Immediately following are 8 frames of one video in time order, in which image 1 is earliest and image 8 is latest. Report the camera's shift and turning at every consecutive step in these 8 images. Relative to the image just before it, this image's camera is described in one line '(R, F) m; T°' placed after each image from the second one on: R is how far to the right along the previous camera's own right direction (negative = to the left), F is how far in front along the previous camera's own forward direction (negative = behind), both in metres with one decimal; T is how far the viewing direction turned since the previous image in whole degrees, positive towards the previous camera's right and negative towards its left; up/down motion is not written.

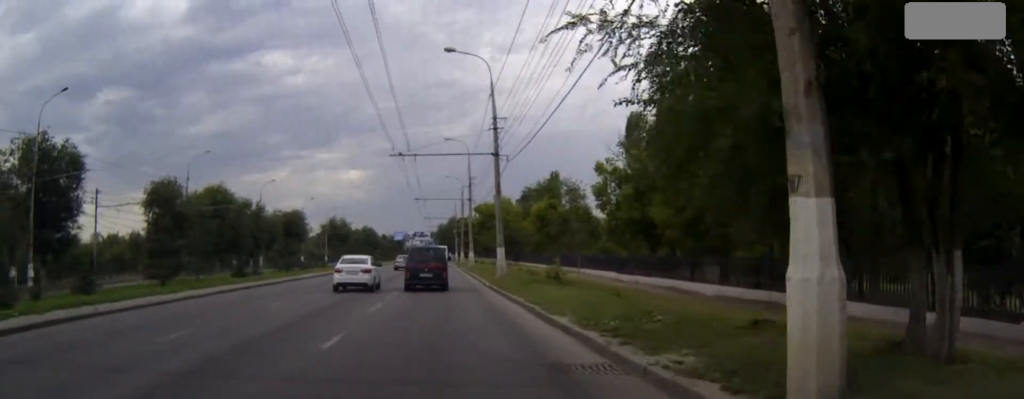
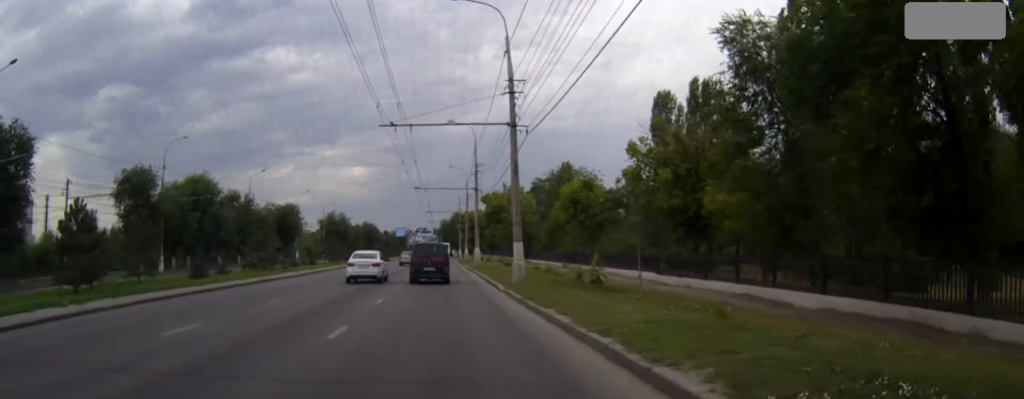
(+0.1, +7.6) m; 0°
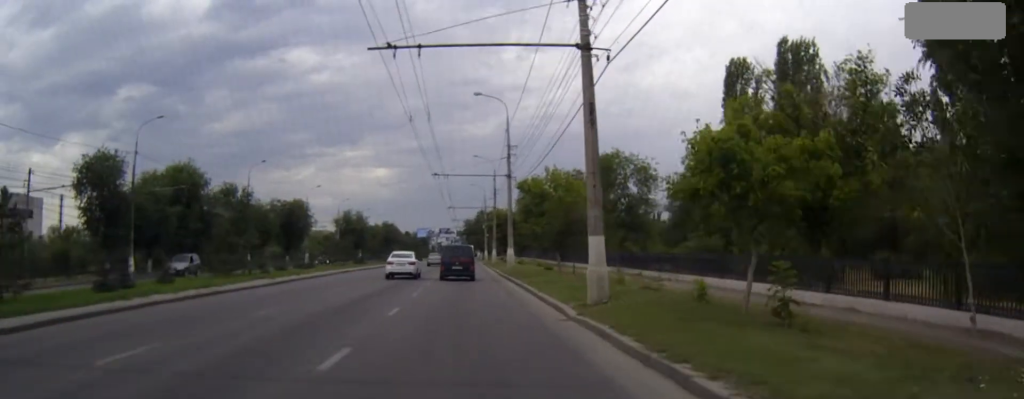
(-0.1, +11.6) m; -1°
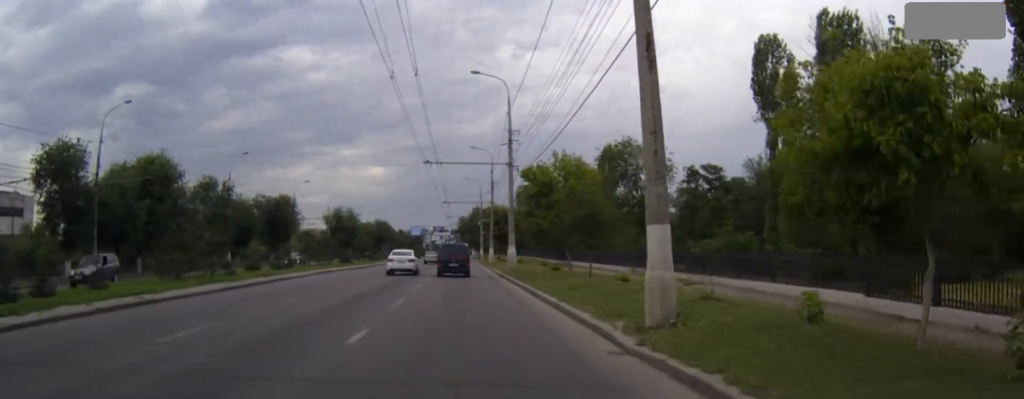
(-0.1, +5.7) m; 0°
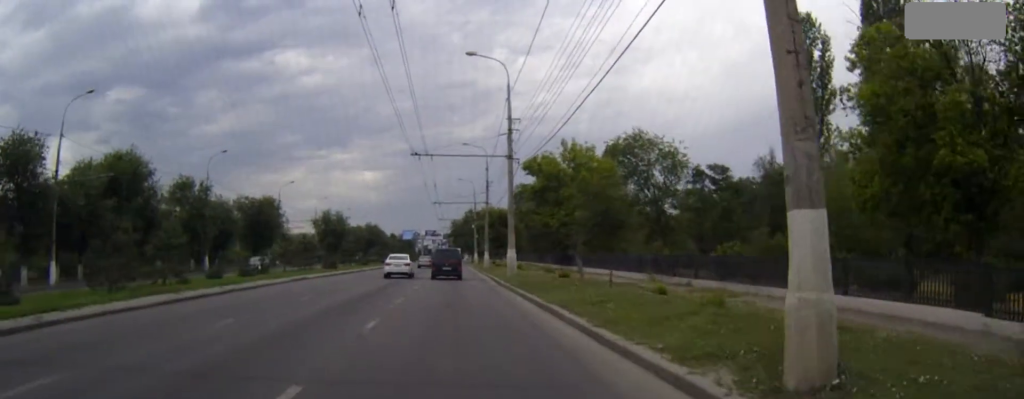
(0.0, +5.4) m; 0°
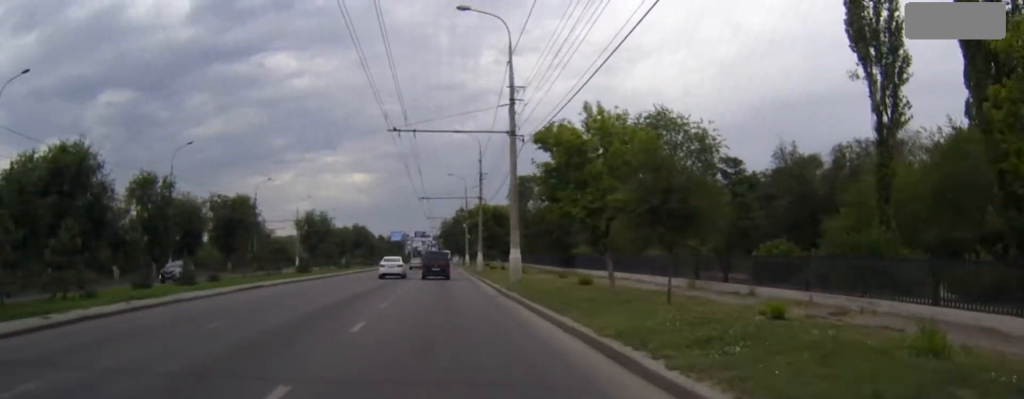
(+0.1, +8.0) m; +1°
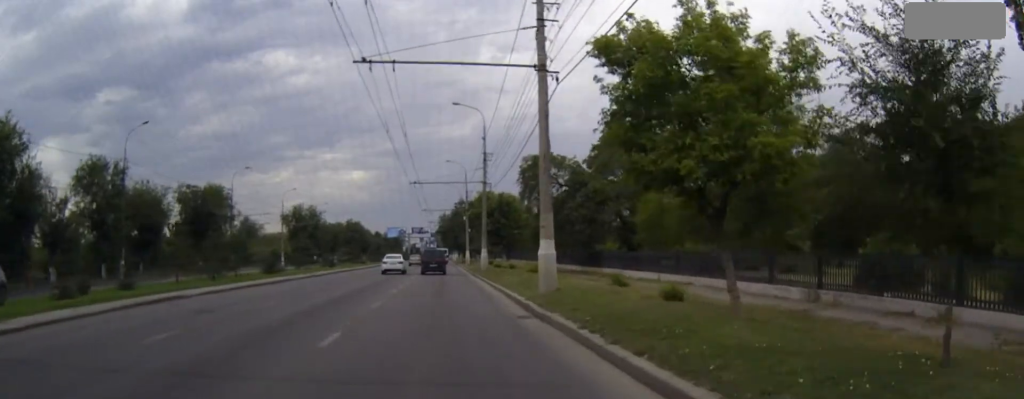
(+0.1, +10.7) m; 0°
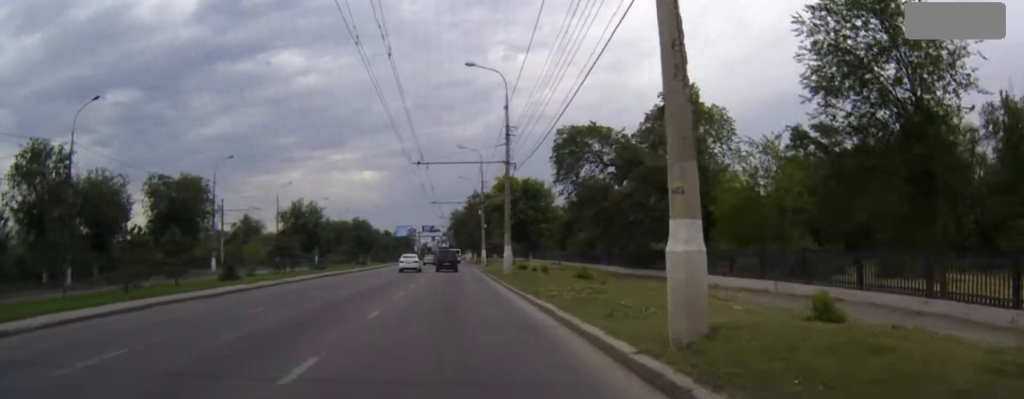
(0.0, +11.2) m; 0°
